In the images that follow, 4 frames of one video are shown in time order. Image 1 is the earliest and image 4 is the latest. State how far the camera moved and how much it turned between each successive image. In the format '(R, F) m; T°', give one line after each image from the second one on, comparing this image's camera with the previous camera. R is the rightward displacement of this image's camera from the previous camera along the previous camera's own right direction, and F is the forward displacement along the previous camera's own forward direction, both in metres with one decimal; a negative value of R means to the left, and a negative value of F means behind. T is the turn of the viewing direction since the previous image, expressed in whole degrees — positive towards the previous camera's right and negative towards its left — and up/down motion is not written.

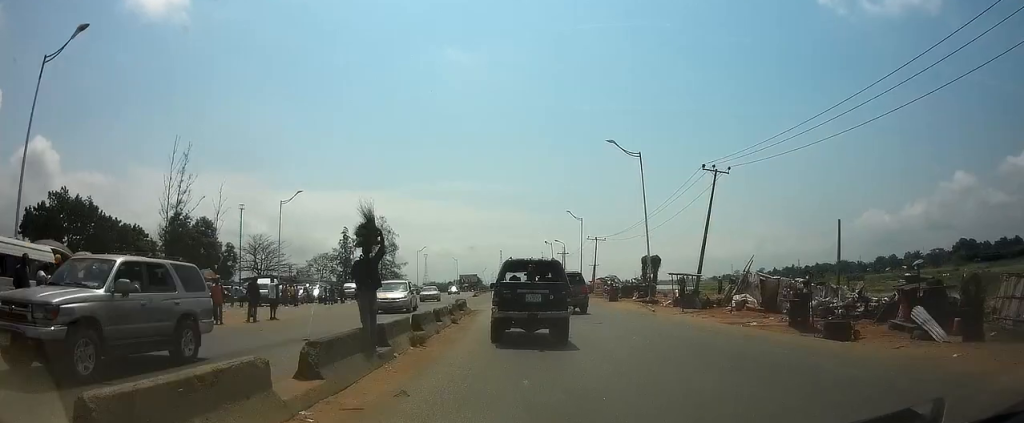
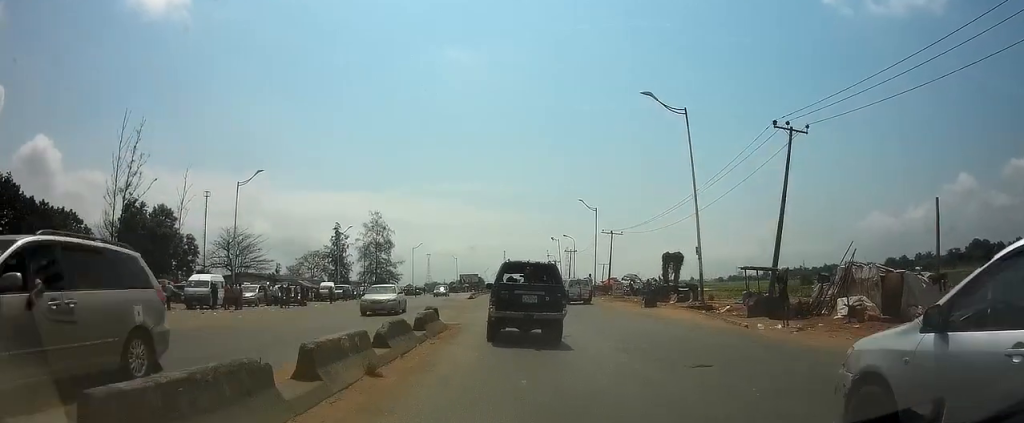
(0.0, +10.6) m; -1°
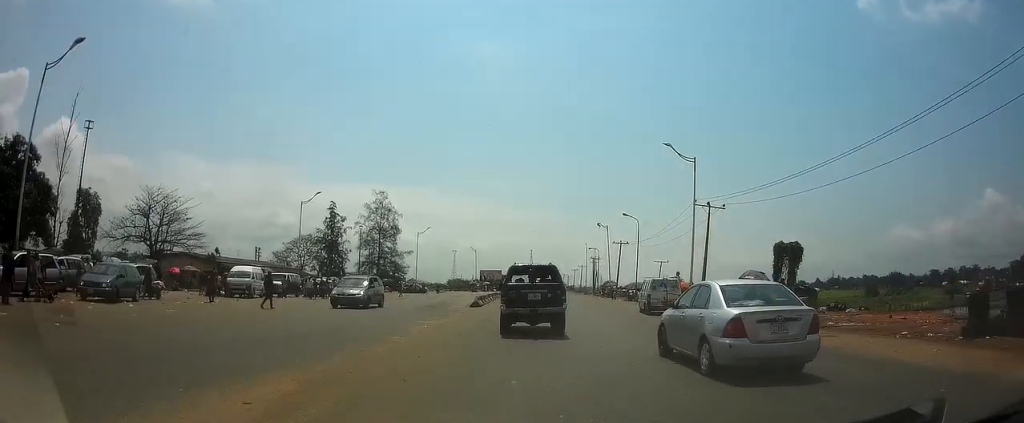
(-0.8, +28.1) m; -1°
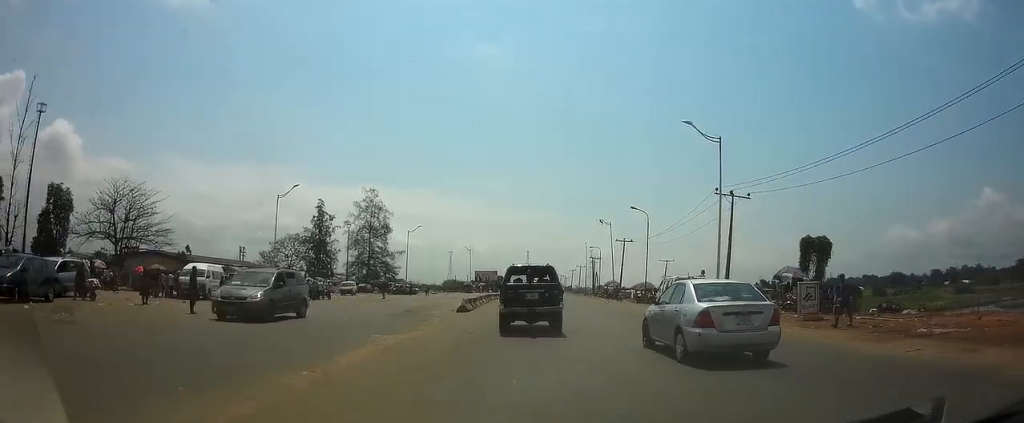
(+0.1, +5.8) m; 0°
